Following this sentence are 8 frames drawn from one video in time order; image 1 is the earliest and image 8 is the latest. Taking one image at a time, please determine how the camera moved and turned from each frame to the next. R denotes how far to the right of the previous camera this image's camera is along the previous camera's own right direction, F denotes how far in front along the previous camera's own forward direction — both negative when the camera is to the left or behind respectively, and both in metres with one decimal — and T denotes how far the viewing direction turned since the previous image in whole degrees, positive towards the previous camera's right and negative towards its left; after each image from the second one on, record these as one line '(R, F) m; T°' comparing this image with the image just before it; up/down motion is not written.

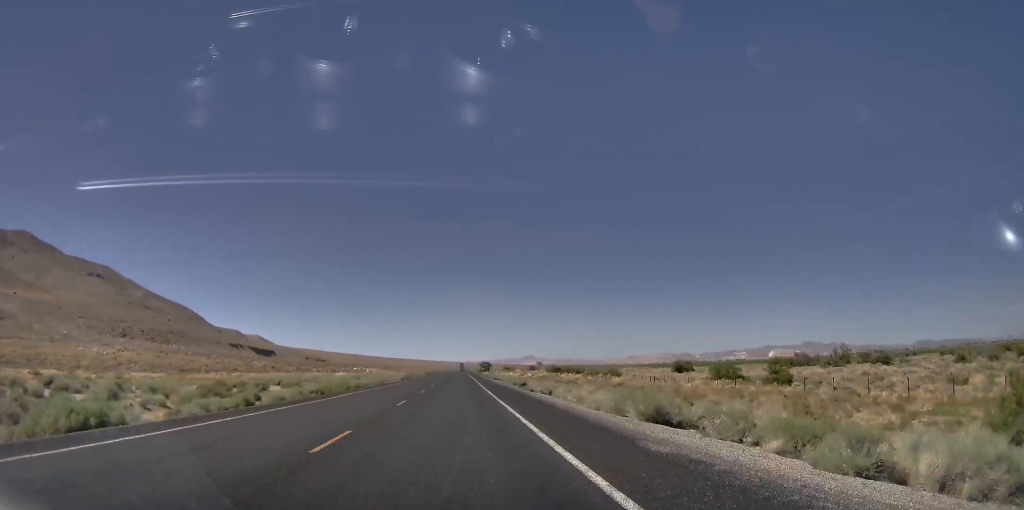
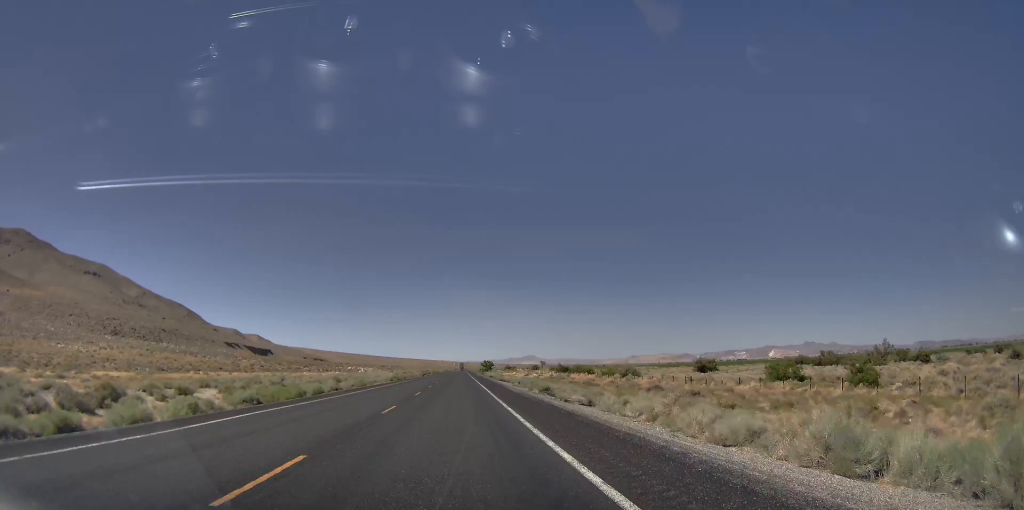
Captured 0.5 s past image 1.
(+0.4, +15.7) m; +1°
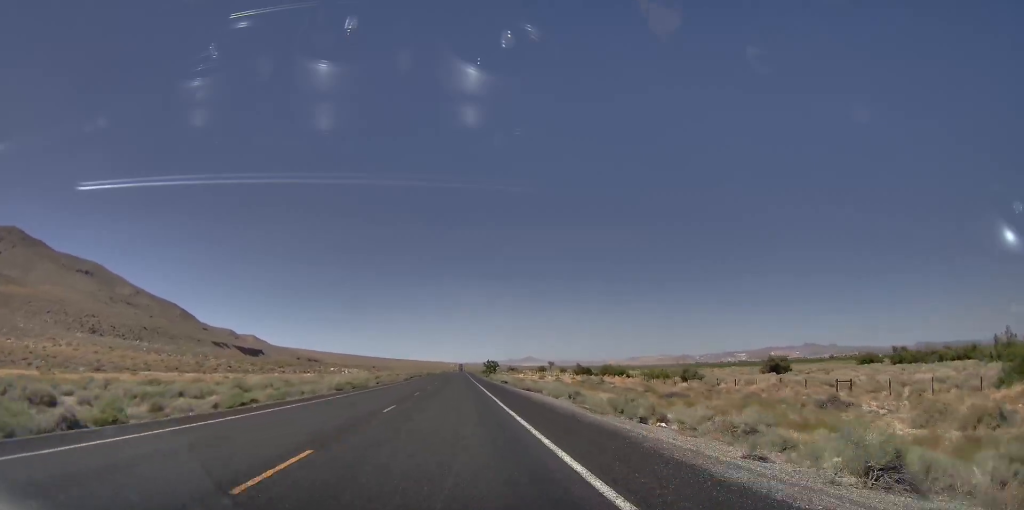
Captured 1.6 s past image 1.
(+0.6, +35.7) m; 0°
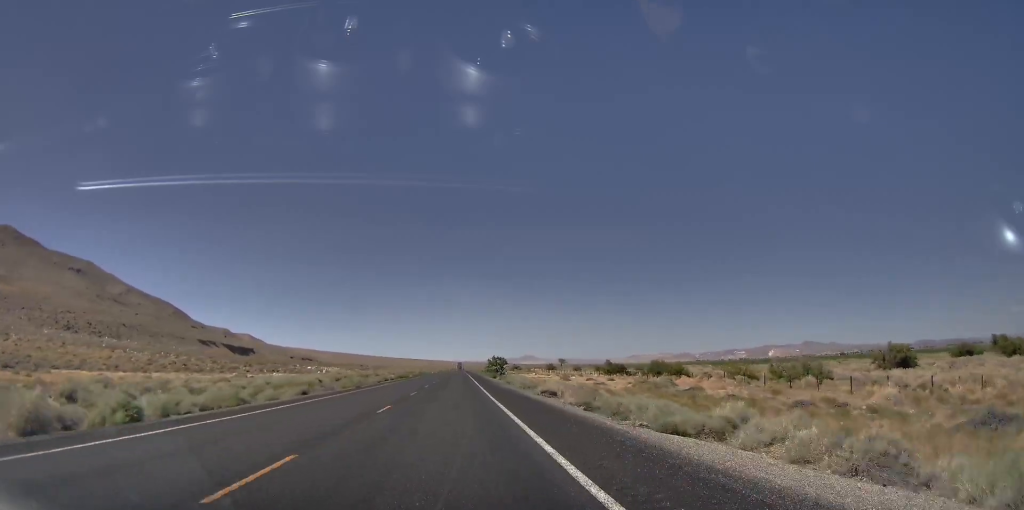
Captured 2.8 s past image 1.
(-0.7, +36.8) m; -2°
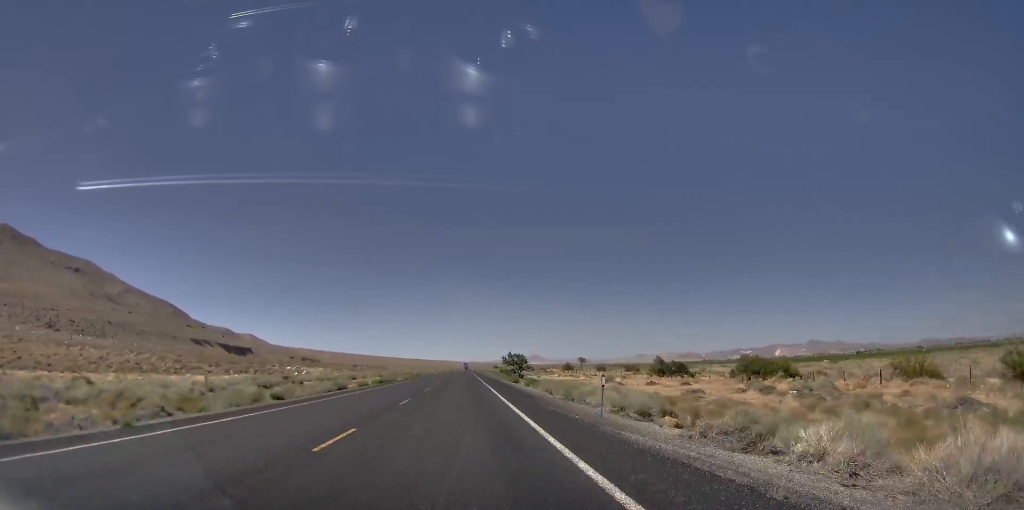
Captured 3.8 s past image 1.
(0.0, +31.6) m; 0°
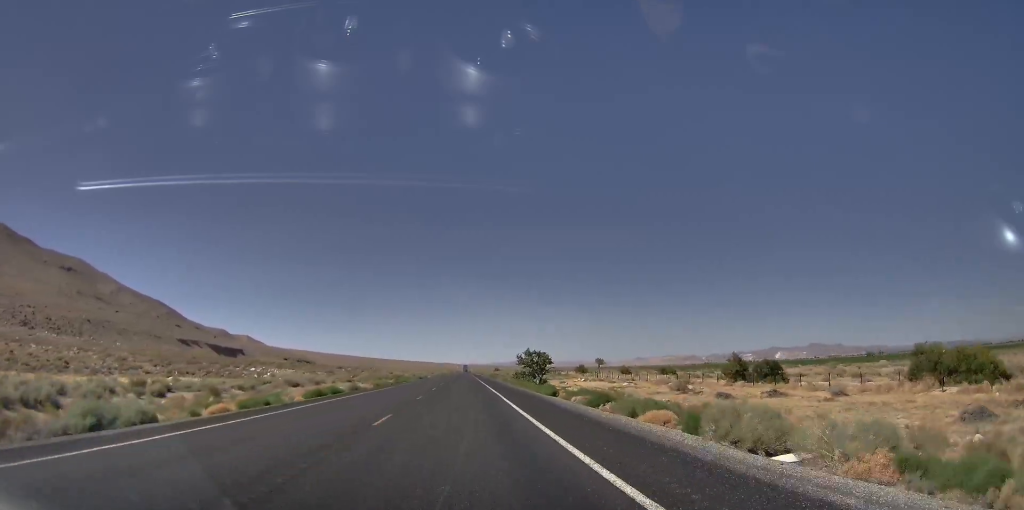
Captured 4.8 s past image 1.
(-0.1, +31.9) m; +2°
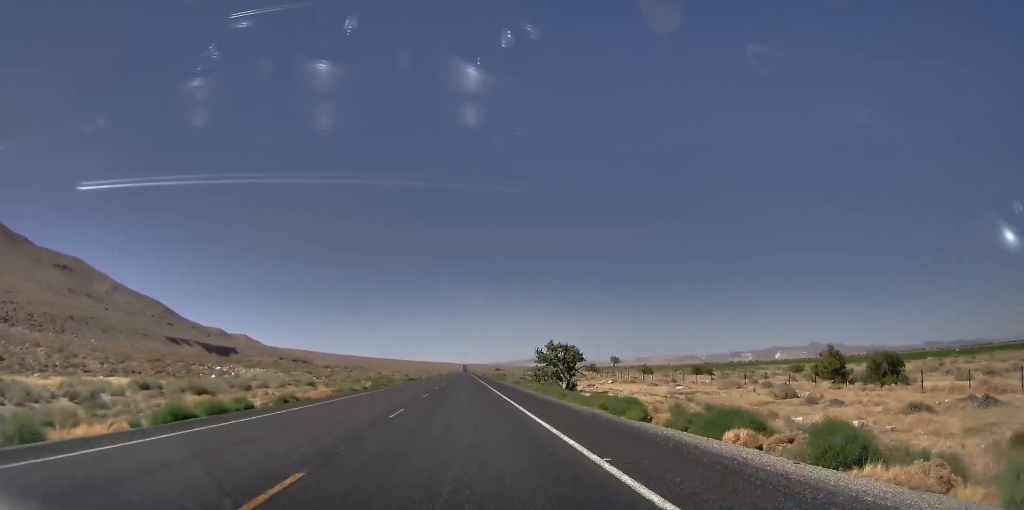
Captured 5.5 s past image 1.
(+0.9, +22.3) m; 0°
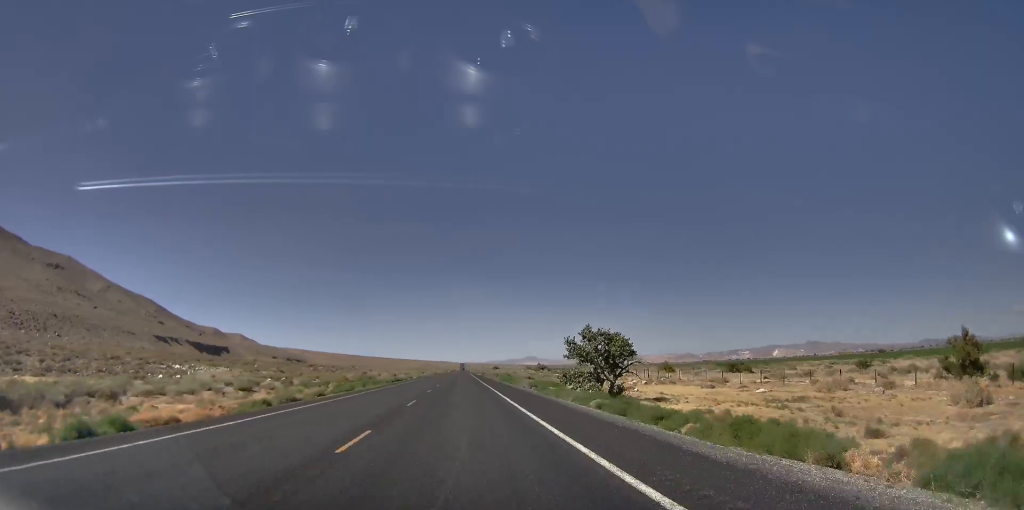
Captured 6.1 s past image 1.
(+0.1, +19.2) m; 0°
